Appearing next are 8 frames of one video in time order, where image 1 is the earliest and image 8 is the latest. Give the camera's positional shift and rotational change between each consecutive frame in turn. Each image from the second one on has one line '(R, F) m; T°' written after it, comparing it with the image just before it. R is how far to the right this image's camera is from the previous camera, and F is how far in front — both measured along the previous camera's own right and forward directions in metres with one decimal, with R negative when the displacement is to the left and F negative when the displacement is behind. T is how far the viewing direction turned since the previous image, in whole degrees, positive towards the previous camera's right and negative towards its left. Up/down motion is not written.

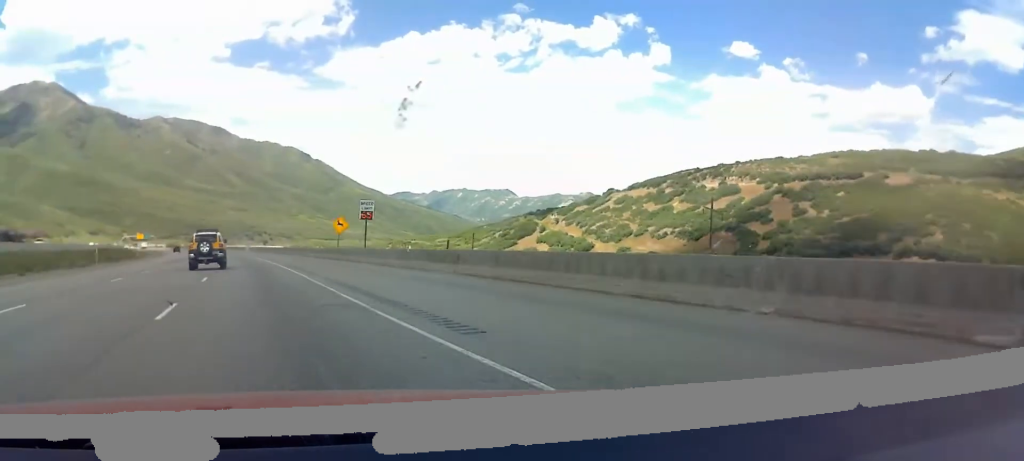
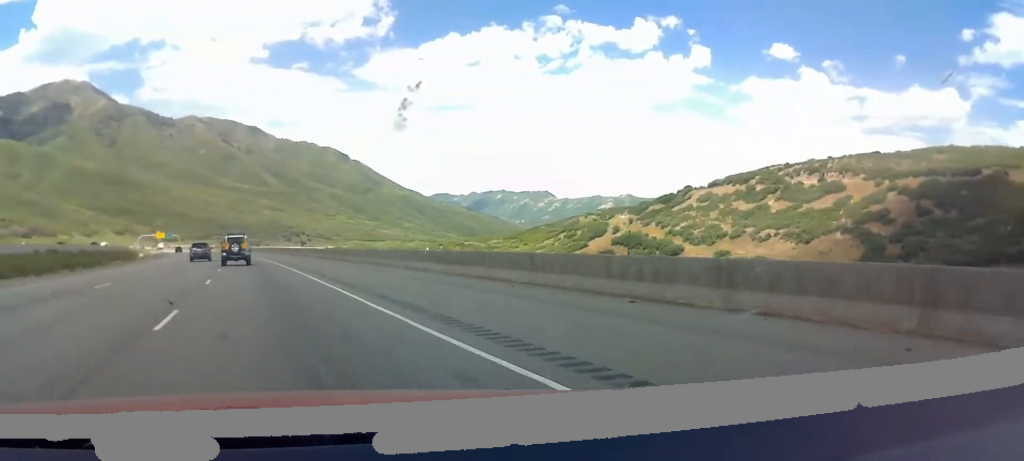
(-2.3, +68.8) m; -3°
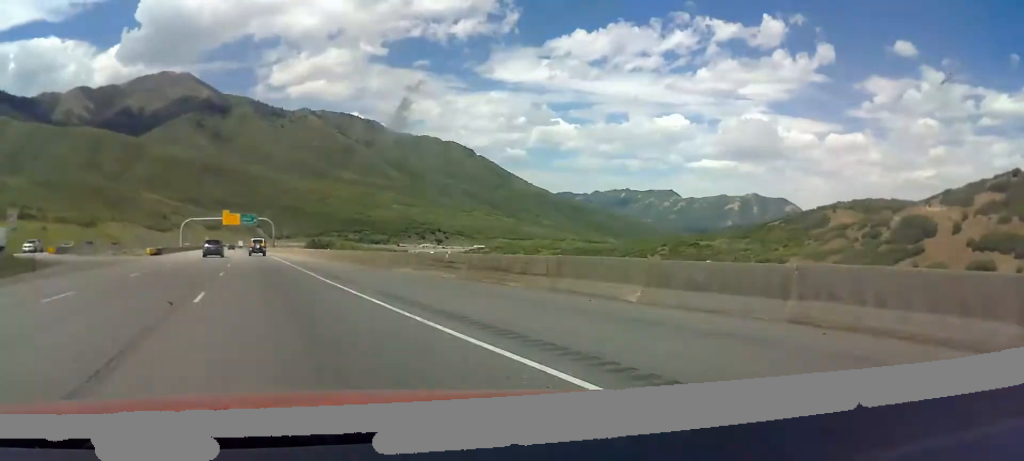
(-17.0, +224.0) m; -8°
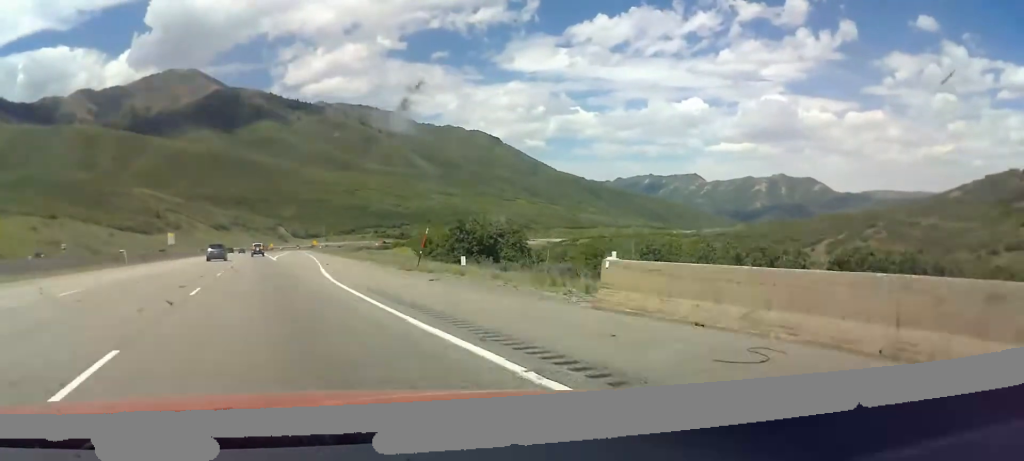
(-3.7, +178.5) m; -1°
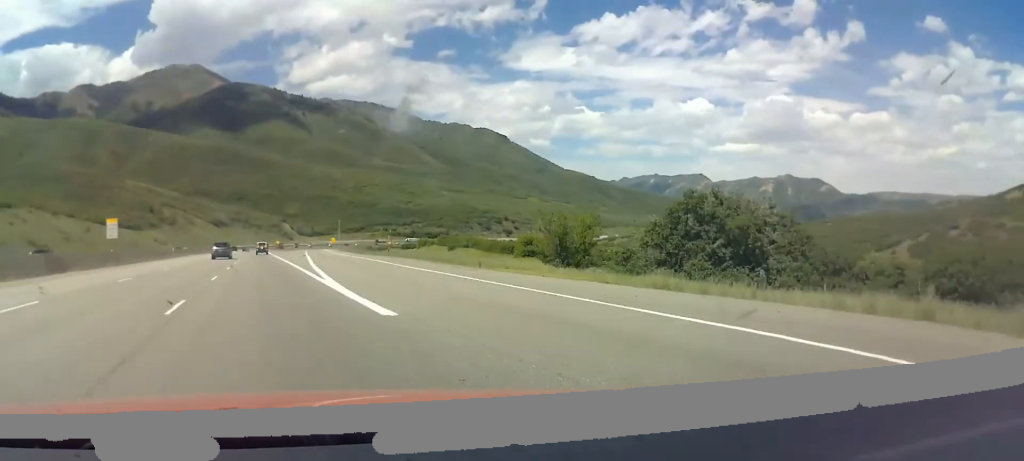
(-0.1, +53.8) m; 0°
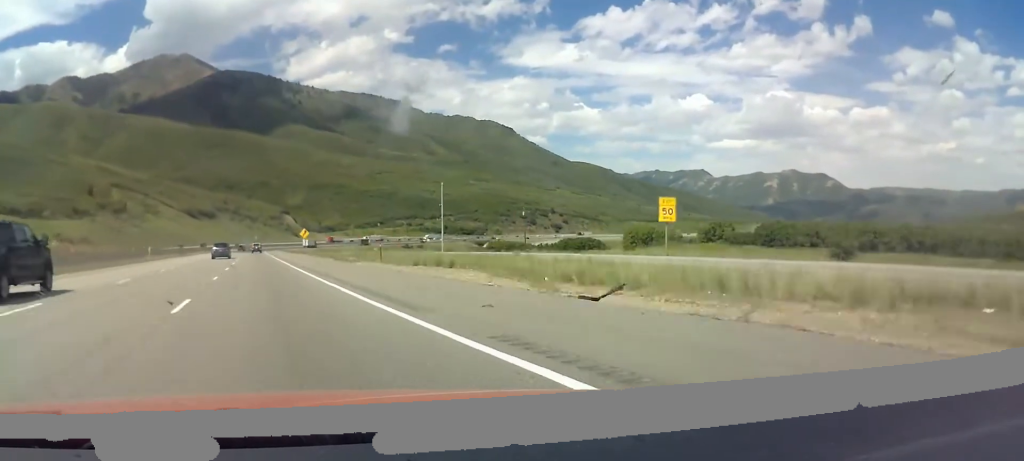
(+0.2, +177.8) m; +1°
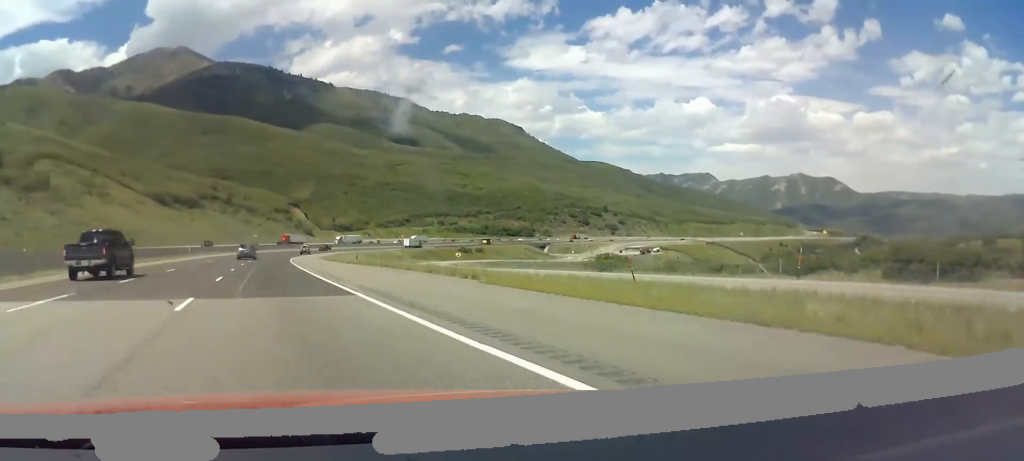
(+2.7, +140.2) m; +4°
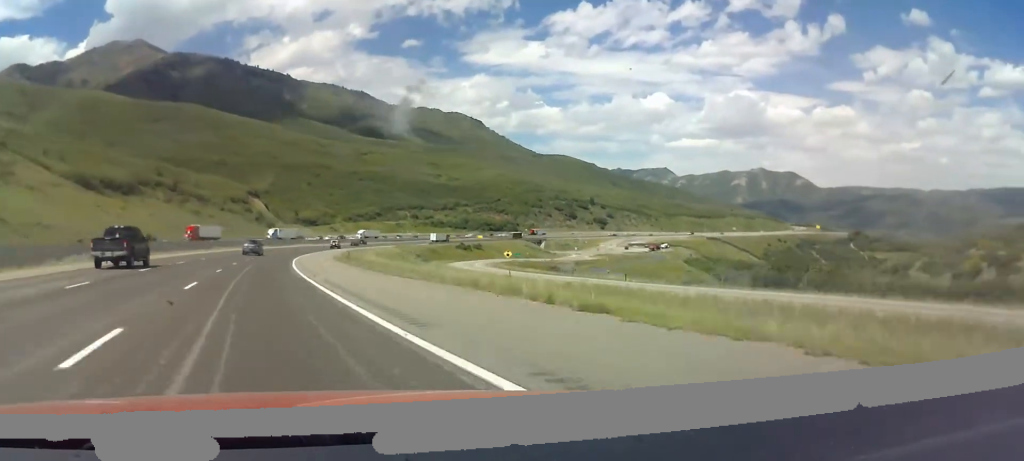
(-1.4, +81.6) m; +3°
